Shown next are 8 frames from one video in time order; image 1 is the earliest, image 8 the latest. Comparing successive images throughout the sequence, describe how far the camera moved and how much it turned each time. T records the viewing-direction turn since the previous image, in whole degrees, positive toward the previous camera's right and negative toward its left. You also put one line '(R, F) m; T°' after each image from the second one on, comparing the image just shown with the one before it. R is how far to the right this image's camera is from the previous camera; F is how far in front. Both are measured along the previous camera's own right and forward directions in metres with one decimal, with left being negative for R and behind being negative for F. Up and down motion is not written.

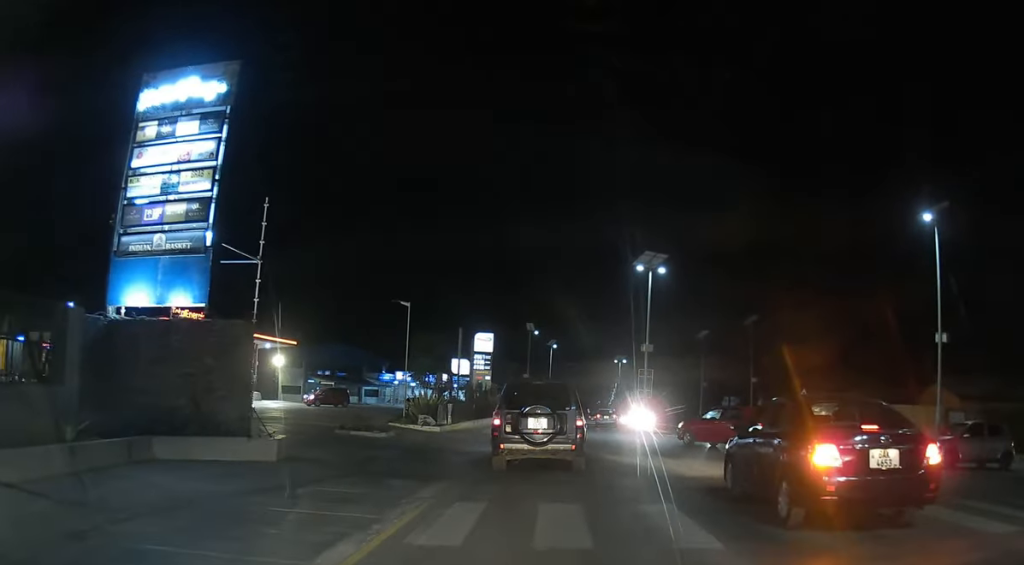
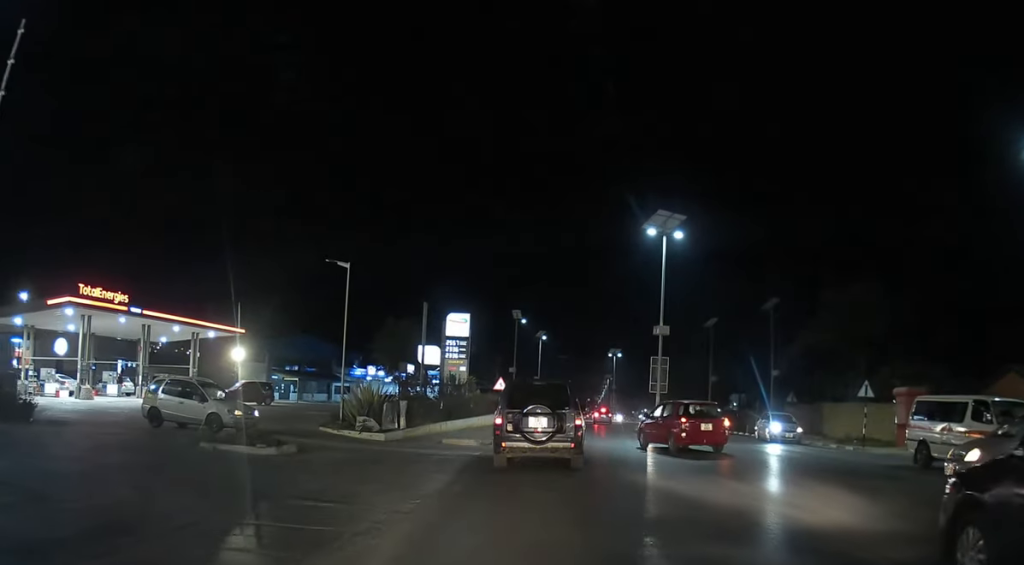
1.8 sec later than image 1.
(-0.2, +10.1) m; 0°
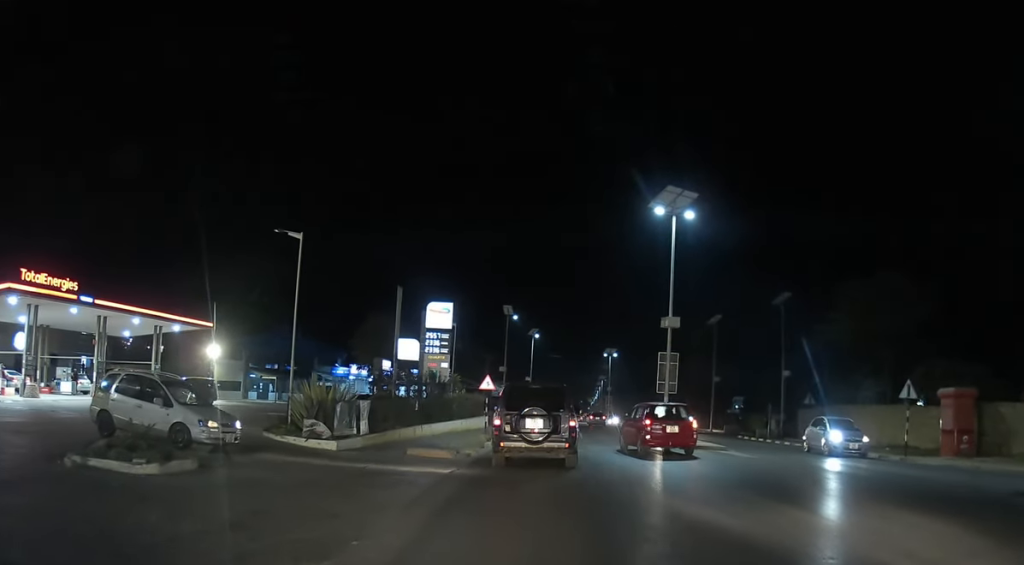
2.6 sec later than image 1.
(+0.2, +5.0) m; +2°
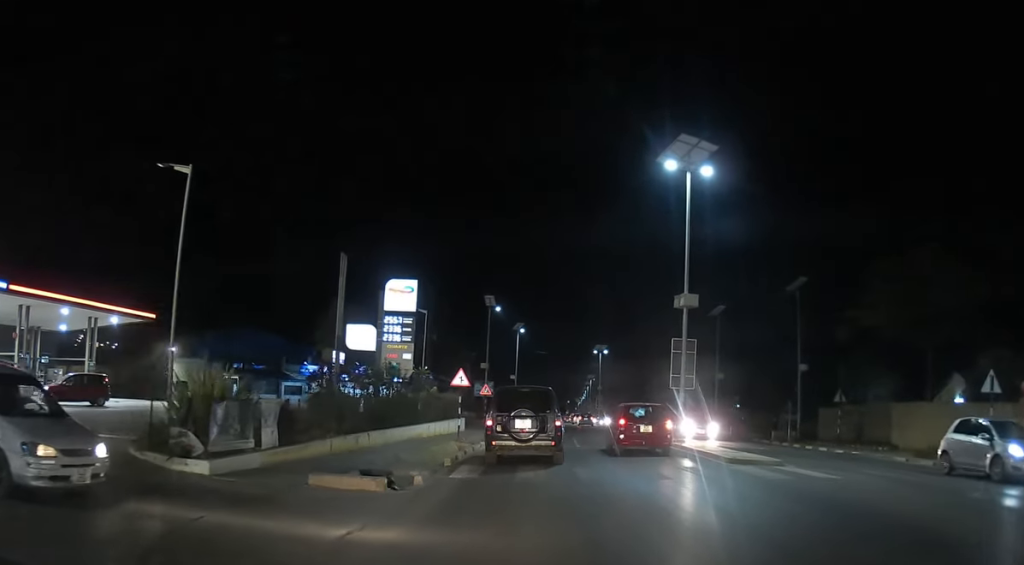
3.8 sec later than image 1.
(-0.1, +6.8) m; 0°
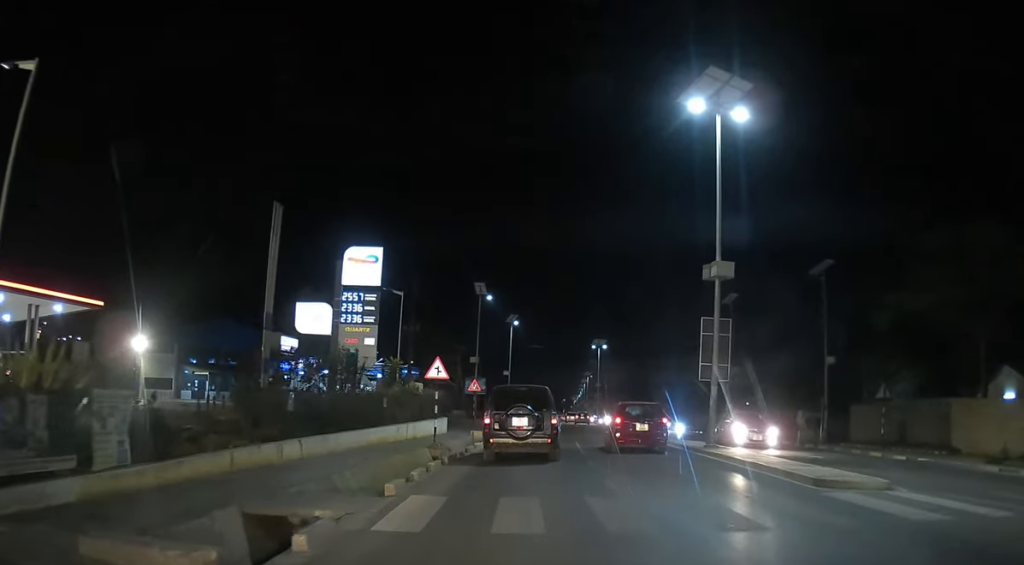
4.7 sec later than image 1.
(0.0, +5.4) m; +2°
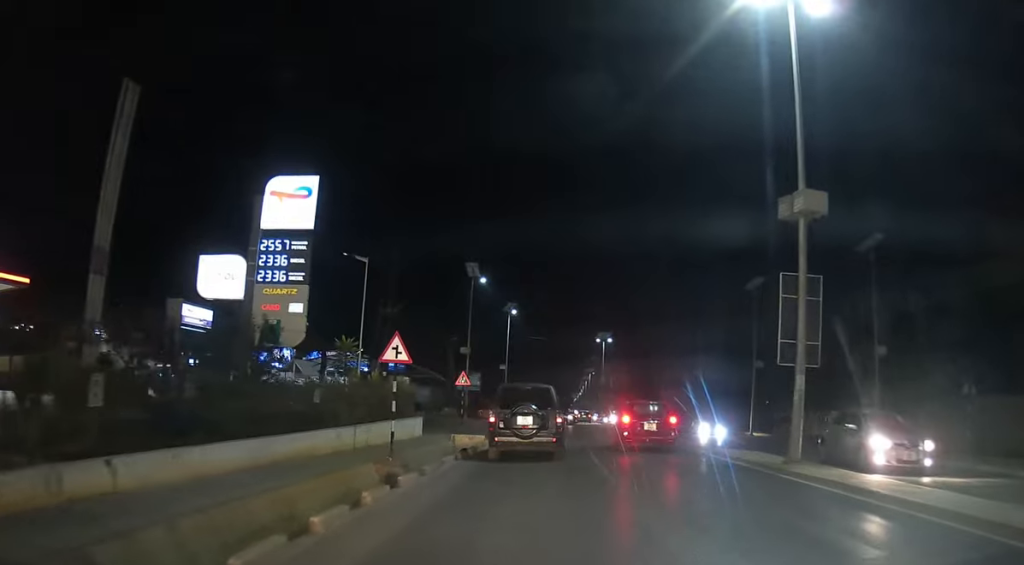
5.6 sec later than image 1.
(+0.2, +7.2) m; 0°
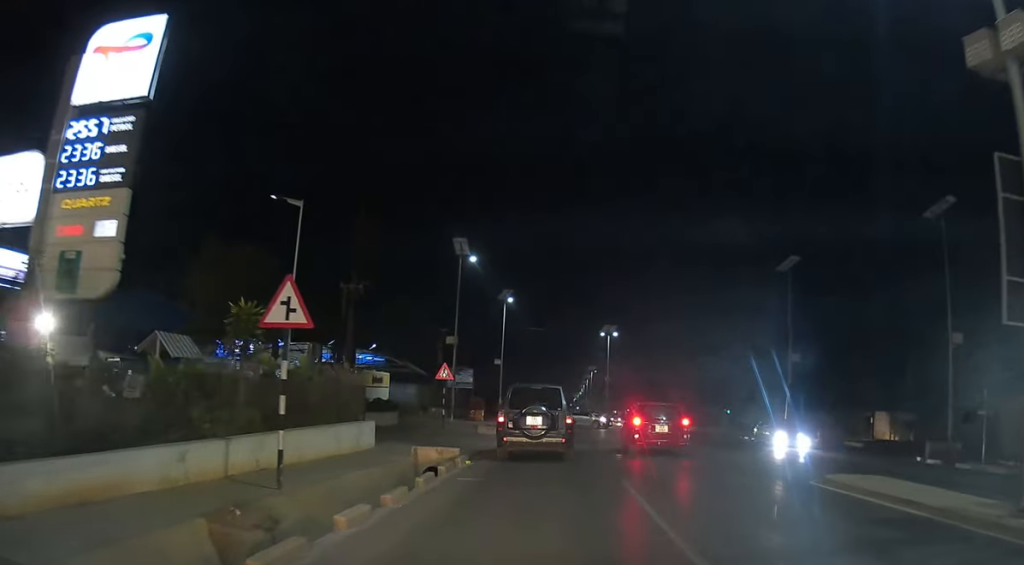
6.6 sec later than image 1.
(-0.2, +8.0) m; -1°
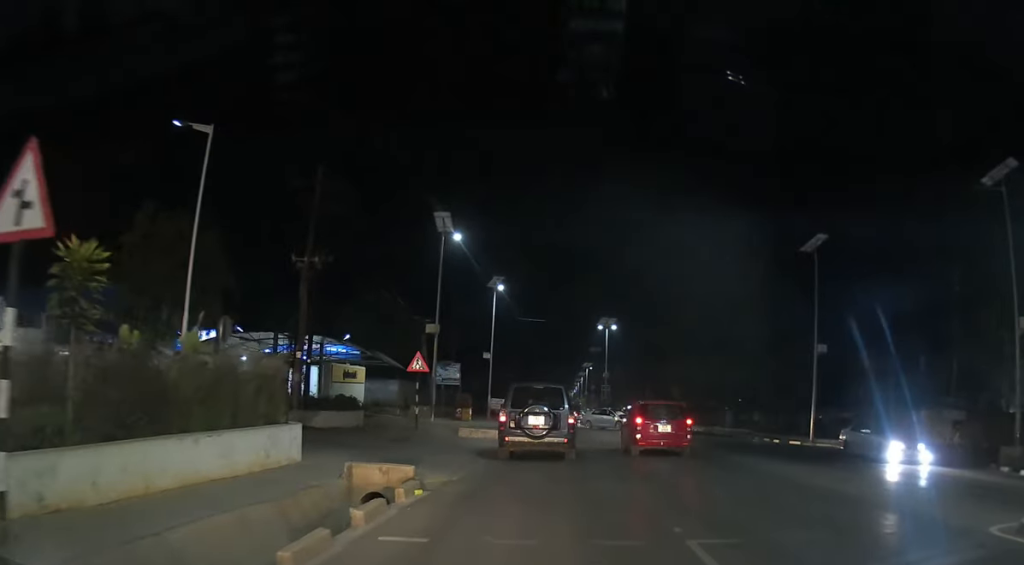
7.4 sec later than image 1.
(+0.1, +5.9) m; +1°
